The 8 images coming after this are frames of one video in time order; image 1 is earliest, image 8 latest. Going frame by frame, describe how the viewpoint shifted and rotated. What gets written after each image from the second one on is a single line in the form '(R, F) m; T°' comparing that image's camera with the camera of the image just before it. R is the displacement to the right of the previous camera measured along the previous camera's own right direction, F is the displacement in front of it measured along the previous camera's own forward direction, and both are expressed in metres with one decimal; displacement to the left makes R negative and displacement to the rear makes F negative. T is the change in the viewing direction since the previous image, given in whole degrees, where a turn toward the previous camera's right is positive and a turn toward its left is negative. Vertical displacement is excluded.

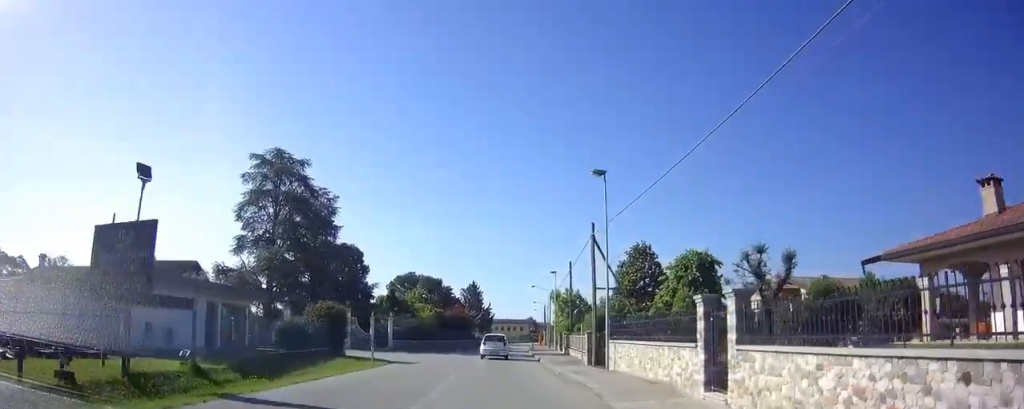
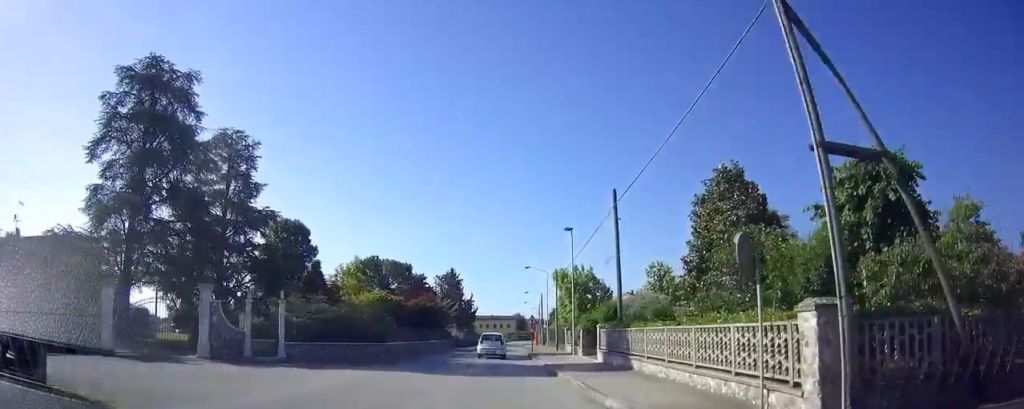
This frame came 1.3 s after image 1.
(+0.3, +18.7) m; +1°
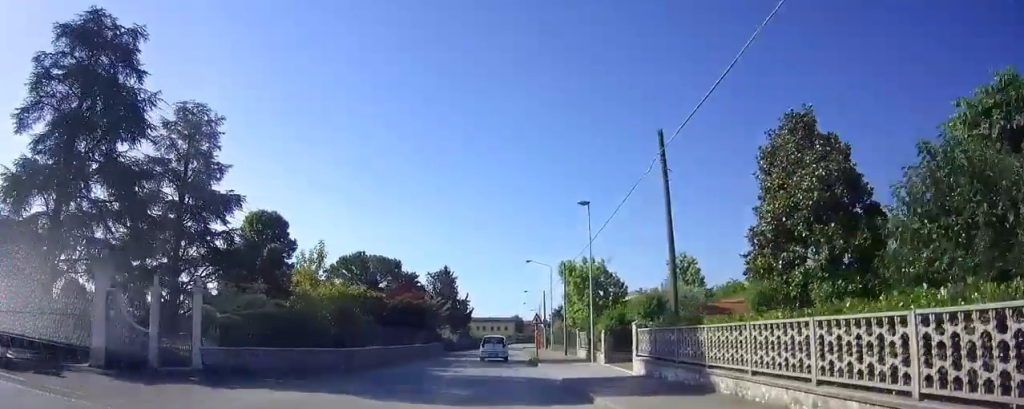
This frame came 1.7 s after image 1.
(+0.1, +6.3) m; 0°
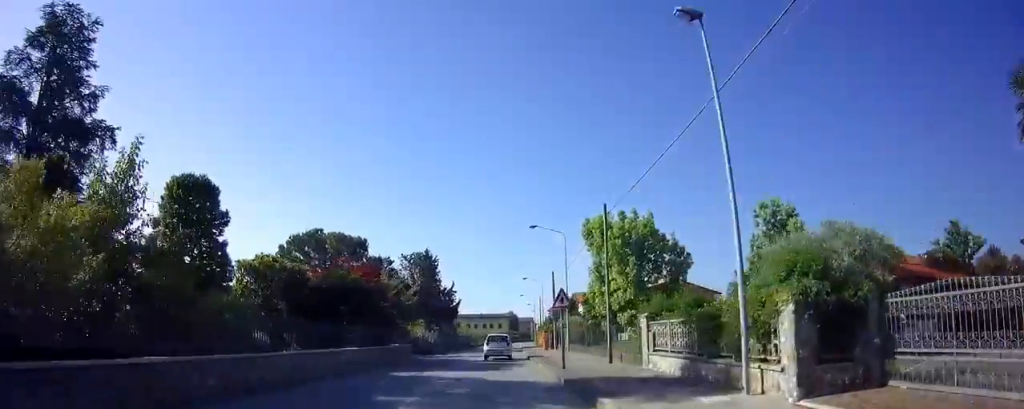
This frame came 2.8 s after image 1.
(0.0, +15.3) m; 0°
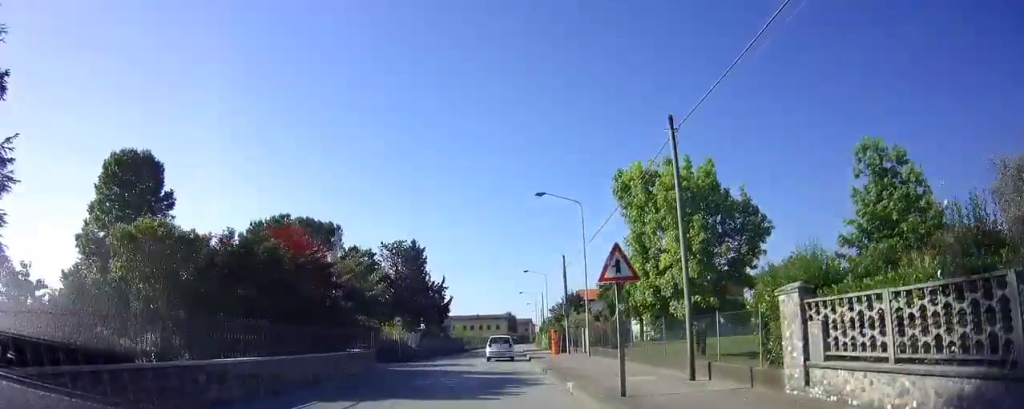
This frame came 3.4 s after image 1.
(0.0, +8.5) m; 0°
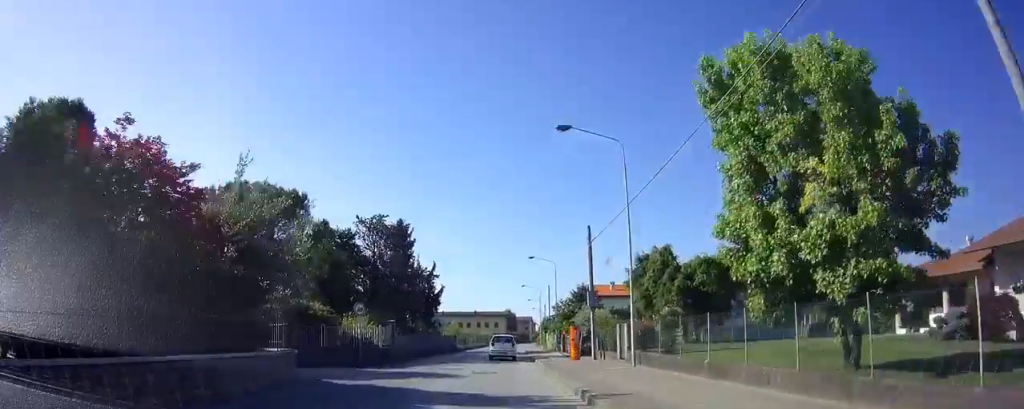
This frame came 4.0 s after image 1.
(+0.1, +8.9) m; +1°
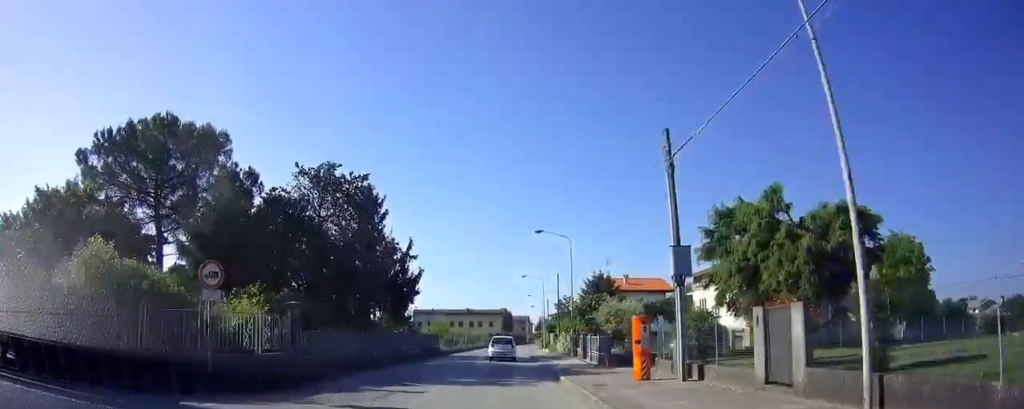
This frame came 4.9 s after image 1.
(+0.1, +12.1) m; +1°
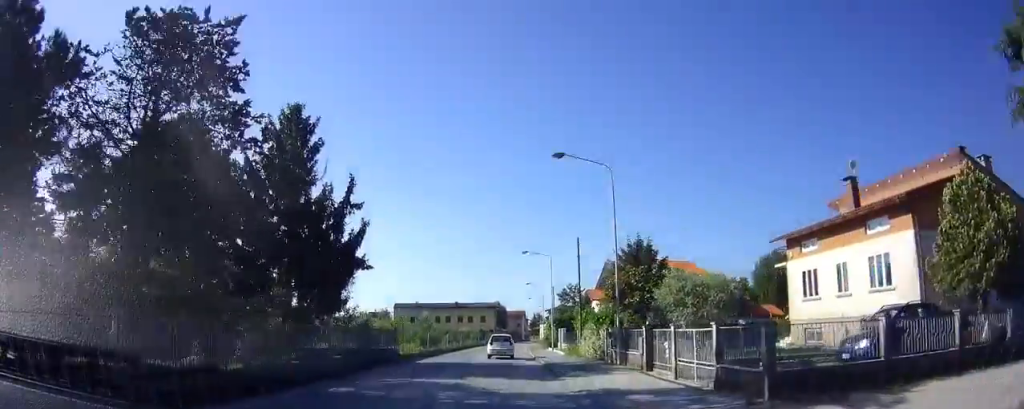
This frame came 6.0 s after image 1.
(+0.2, +15.4) m; +1°
